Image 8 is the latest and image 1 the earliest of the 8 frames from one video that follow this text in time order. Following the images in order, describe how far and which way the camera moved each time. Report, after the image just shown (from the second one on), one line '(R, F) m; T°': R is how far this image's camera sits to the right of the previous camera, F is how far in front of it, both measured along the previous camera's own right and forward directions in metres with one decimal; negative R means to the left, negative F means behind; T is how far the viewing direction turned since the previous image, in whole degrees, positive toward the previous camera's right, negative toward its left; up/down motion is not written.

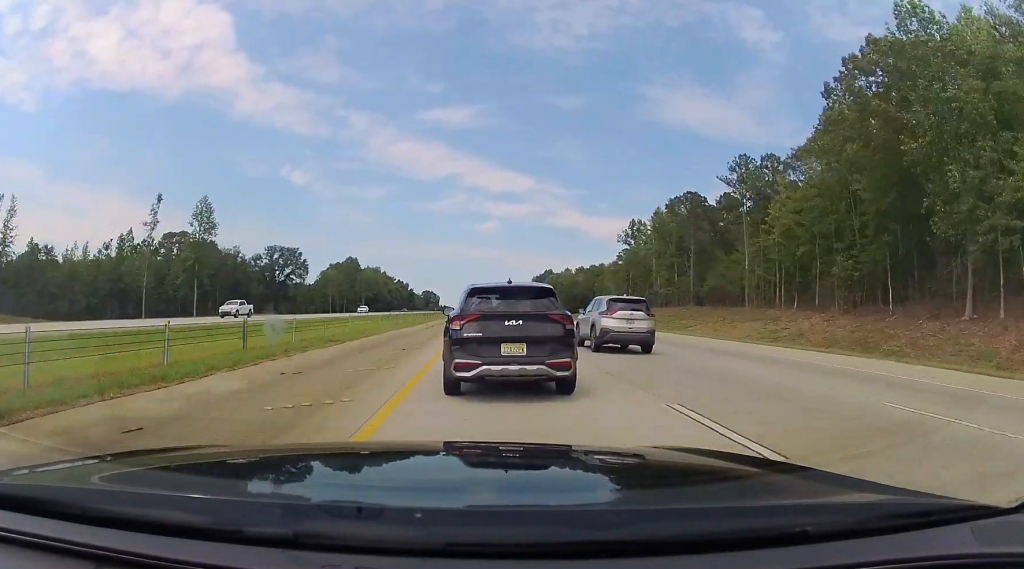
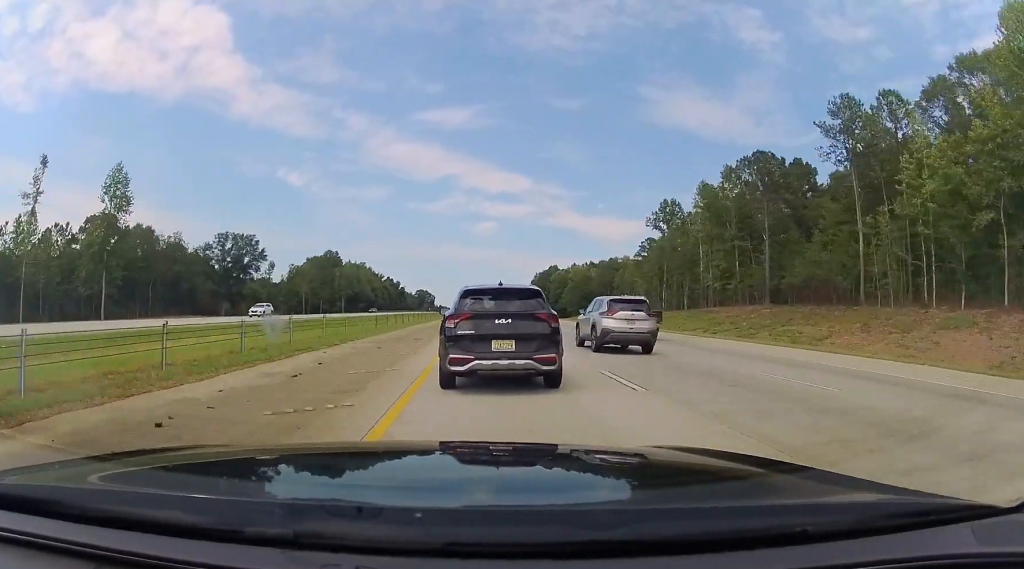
(-0.1, +32.7) m; 0°
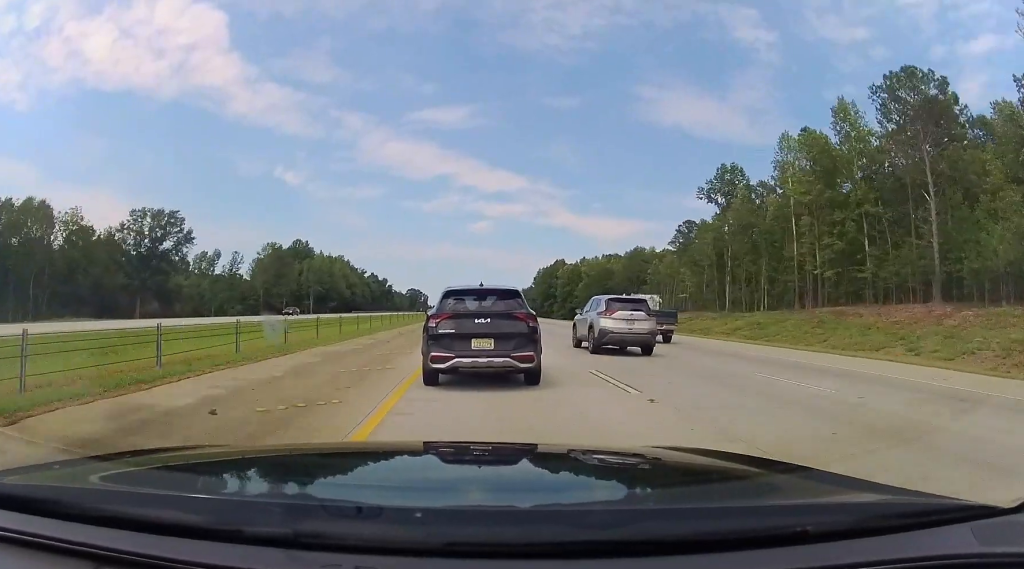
(+0.4, +36.2) m; +1°
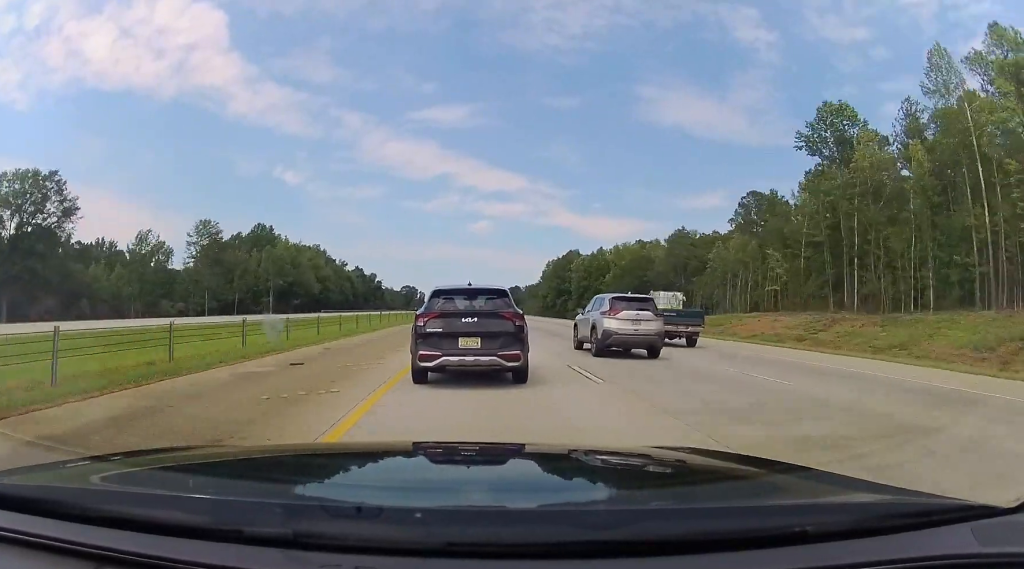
(+0.2, +35.4) m; 0°
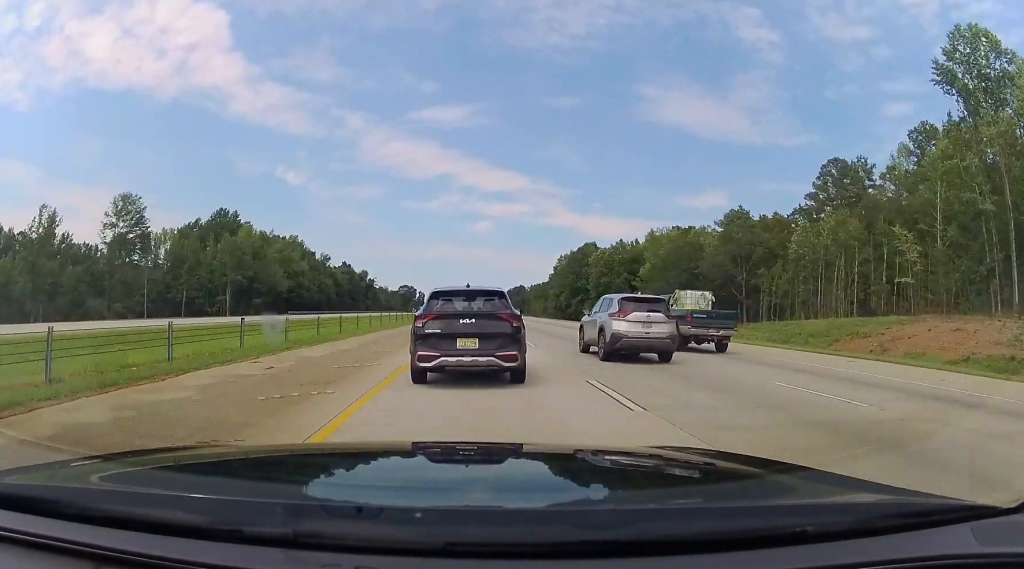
(-0.1, +27.4) m; 0°
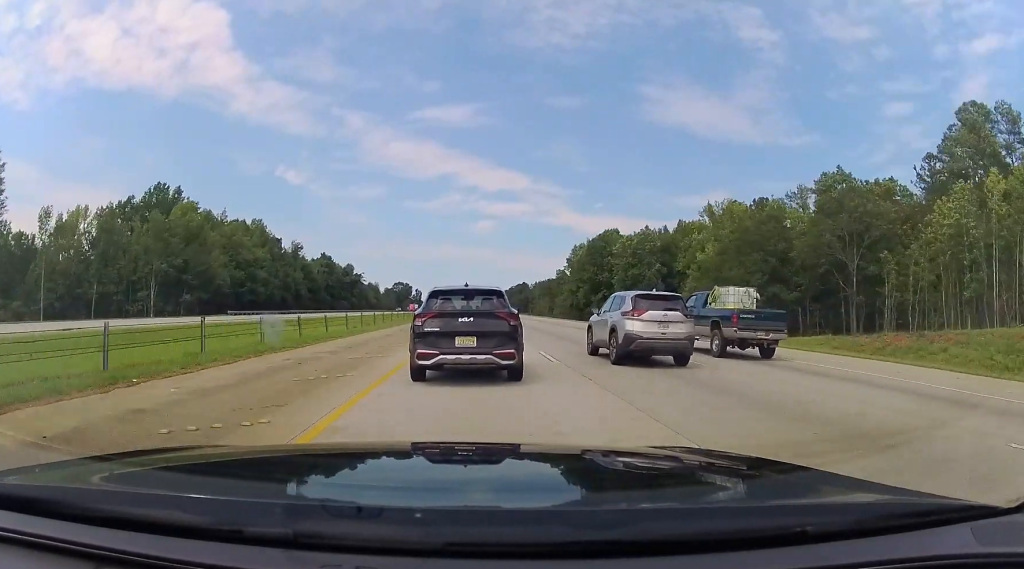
(+0.1, +30.0) m; -1°
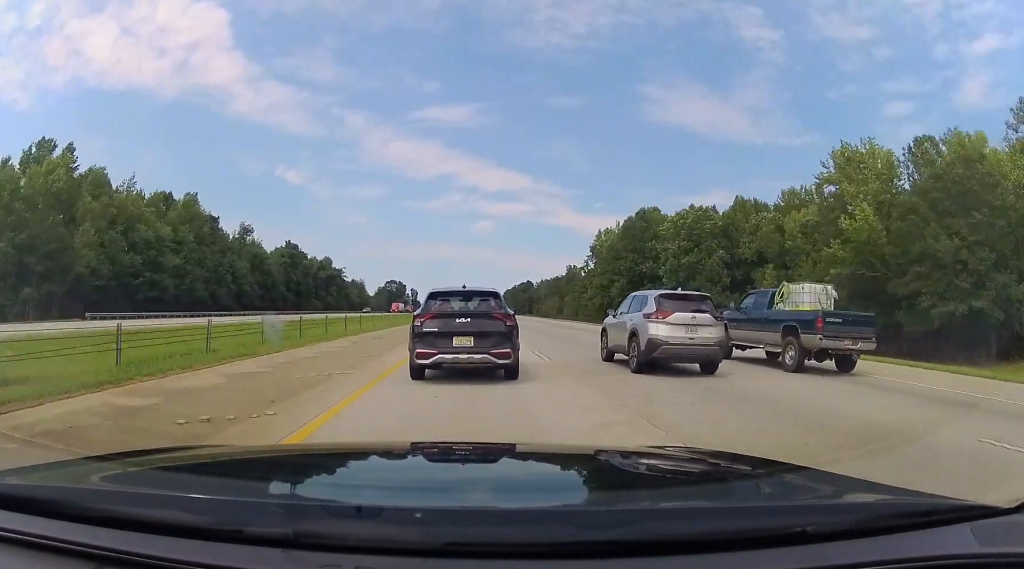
(-0.4, +36.2) m; -1°
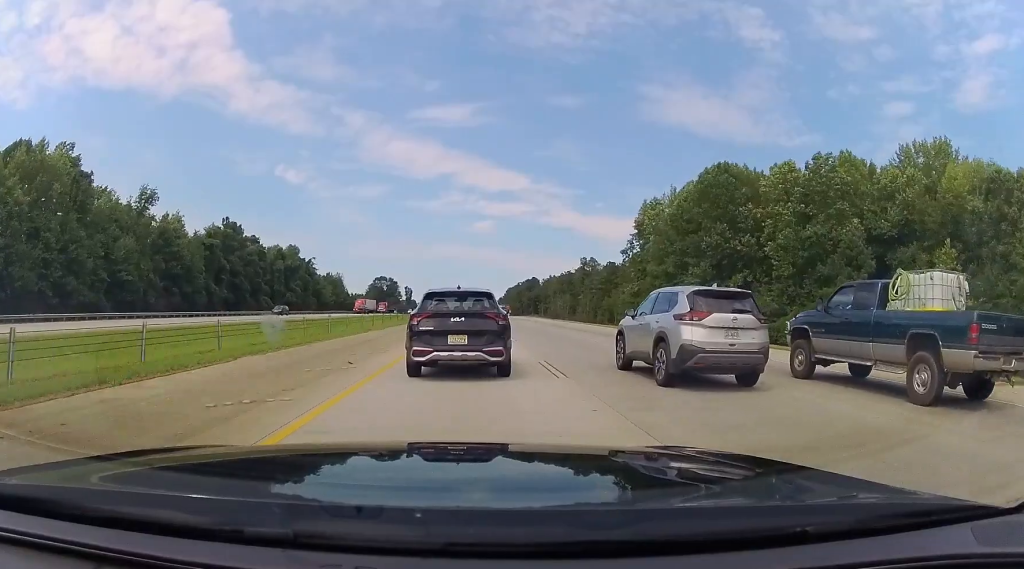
(+0.1, +40.1) m; +1°
